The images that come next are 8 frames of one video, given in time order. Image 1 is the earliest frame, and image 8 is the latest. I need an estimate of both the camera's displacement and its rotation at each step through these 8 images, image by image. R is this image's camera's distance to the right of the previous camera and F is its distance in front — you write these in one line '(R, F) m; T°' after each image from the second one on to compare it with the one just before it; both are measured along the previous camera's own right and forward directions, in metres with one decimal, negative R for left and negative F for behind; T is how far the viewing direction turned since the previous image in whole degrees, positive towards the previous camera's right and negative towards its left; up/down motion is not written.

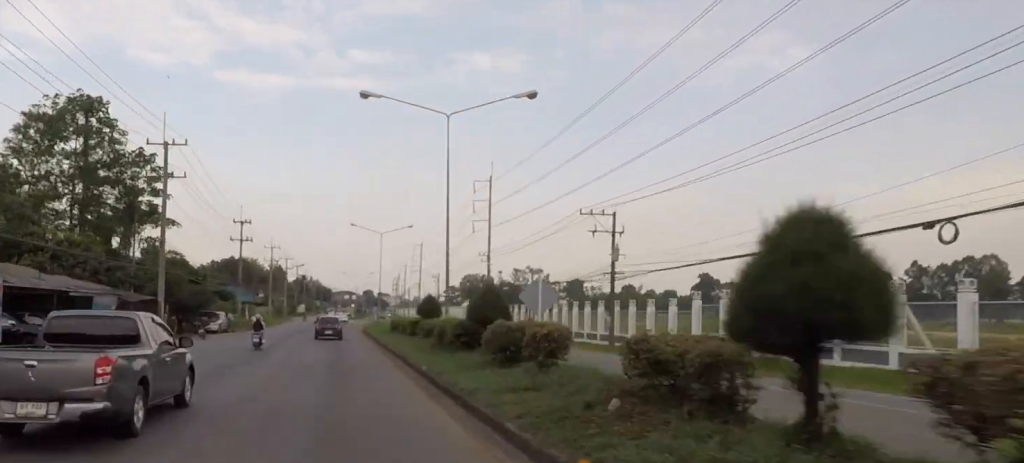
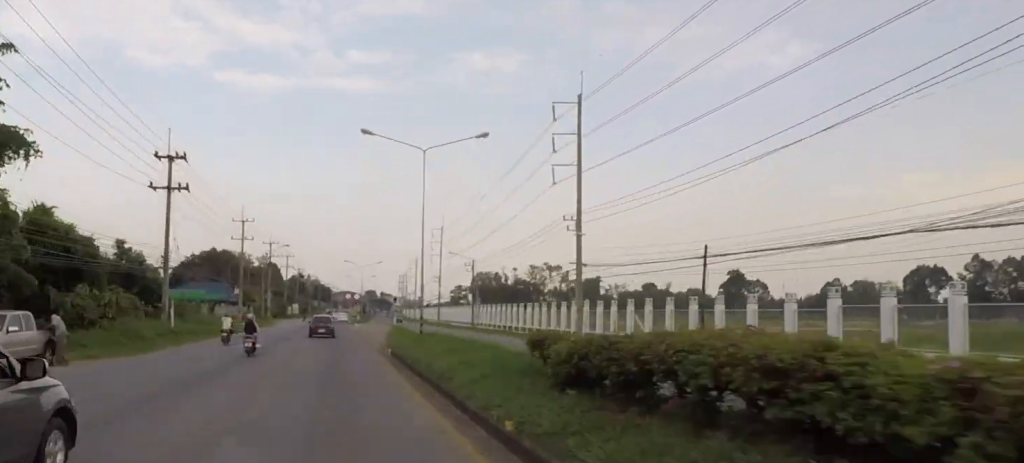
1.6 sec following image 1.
(-0.1, +34.5) m; -1°
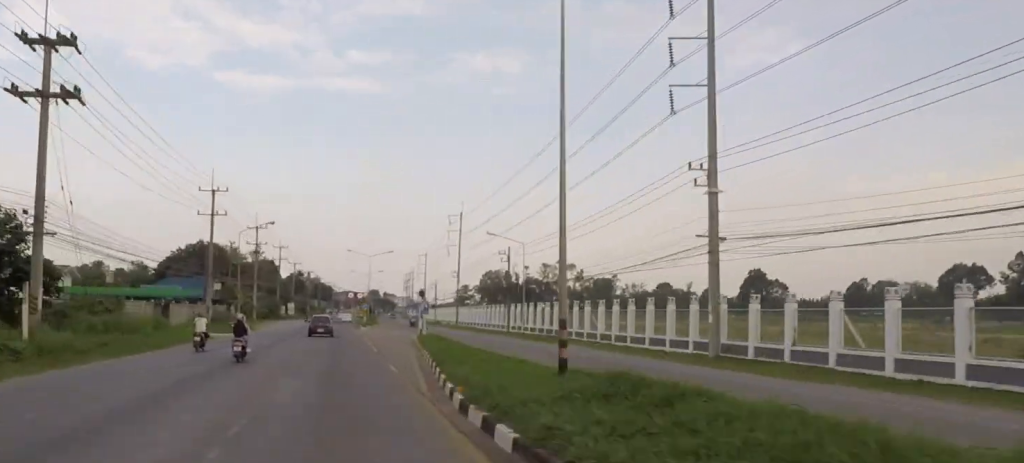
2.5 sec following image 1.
(-0.1, +20.1) m; -1°
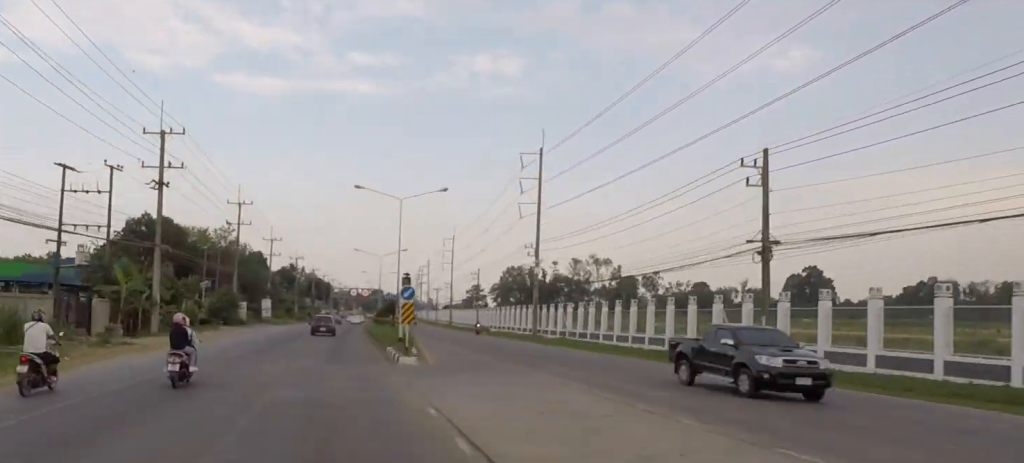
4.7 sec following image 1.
(-1.5, +46.9) m; -1°
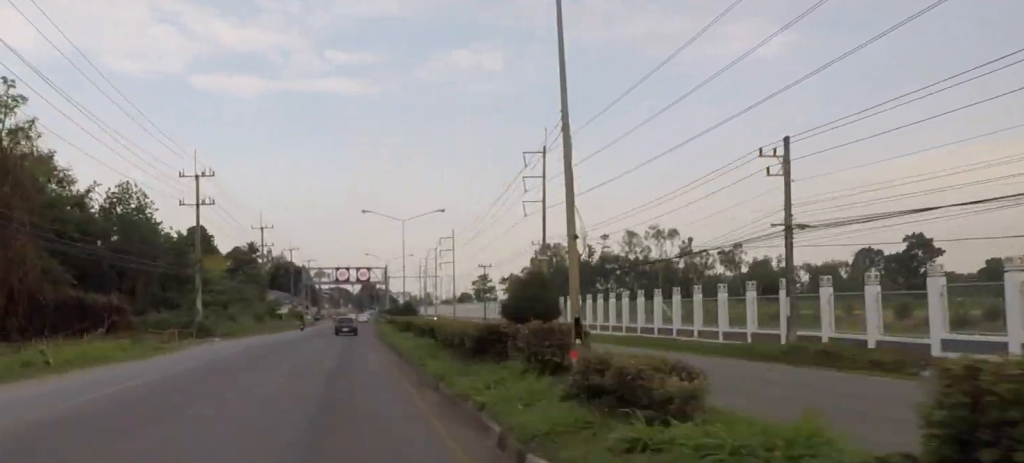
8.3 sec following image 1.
(+2.9, +77.2) m; +3°
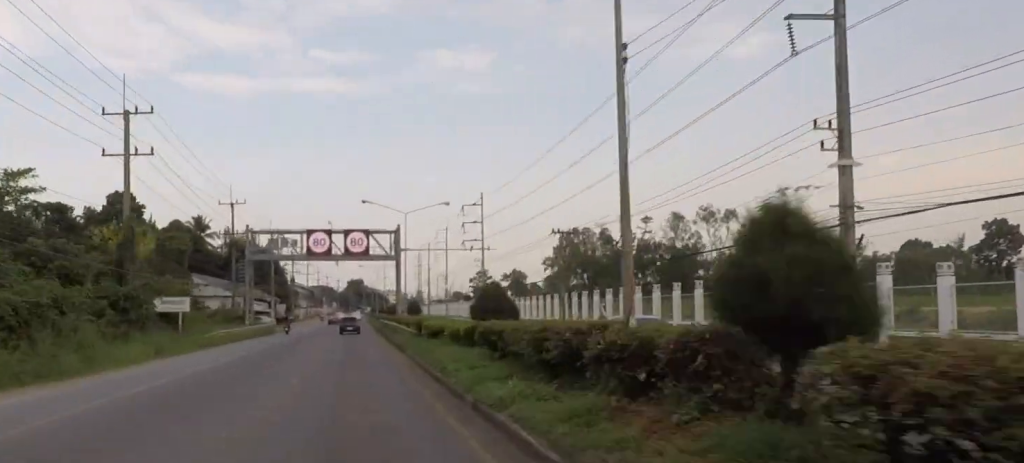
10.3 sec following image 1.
(+0.5, +45.4) m; +1°
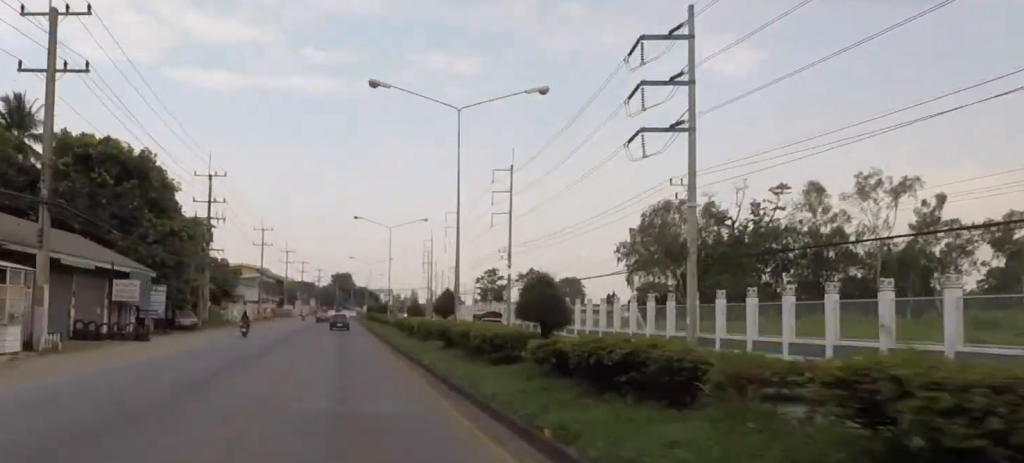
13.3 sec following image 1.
(+0.3, +65.5) m; -1°
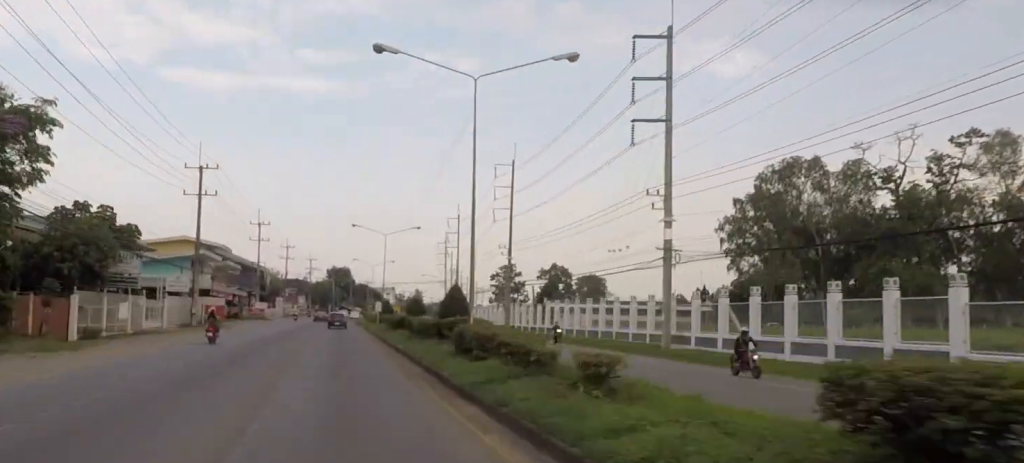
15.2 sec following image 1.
(-0.6, +39.3) m; 0°
